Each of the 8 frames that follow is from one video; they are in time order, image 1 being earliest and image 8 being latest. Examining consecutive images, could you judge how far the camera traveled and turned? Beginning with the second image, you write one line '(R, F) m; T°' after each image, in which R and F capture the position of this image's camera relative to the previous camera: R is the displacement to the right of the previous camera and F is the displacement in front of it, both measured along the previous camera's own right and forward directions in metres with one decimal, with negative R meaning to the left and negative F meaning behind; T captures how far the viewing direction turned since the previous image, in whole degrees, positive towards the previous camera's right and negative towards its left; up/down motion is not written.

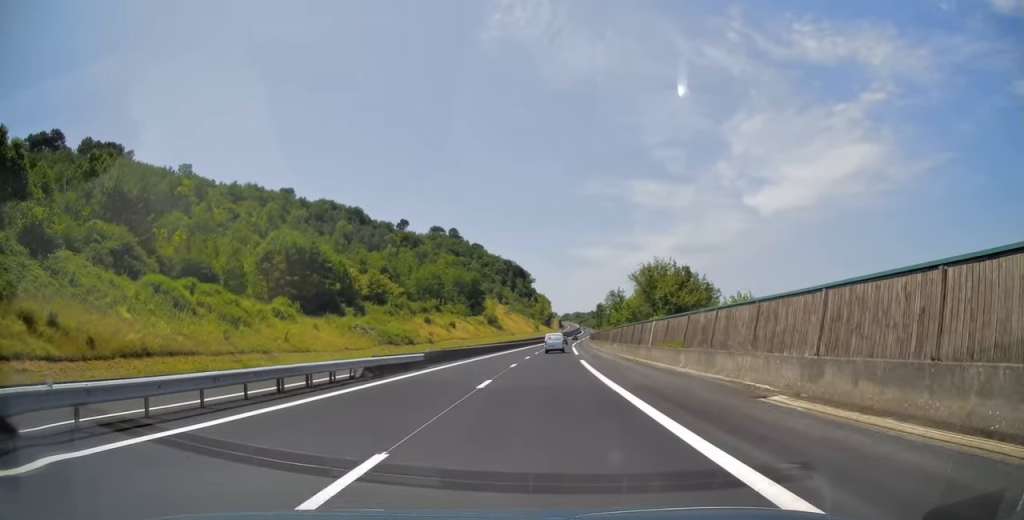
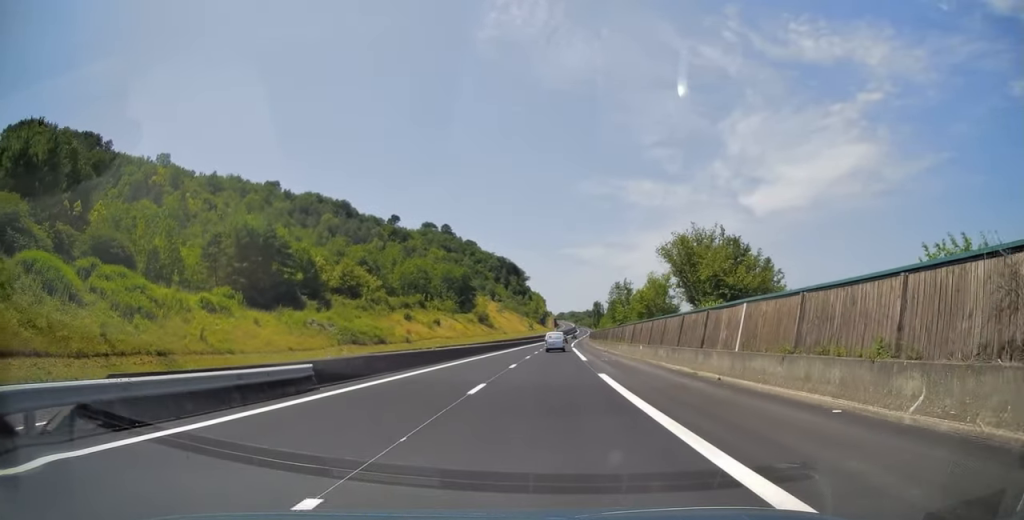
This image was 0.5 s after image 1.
(0.0, +15.1) m; 0°
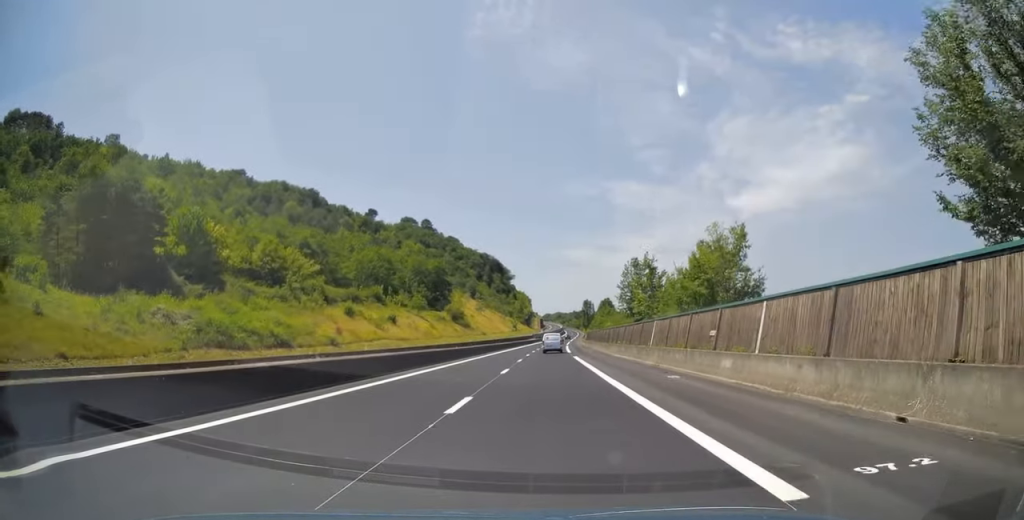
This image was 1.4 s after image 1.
(+0.3, +29.6) m; +1°
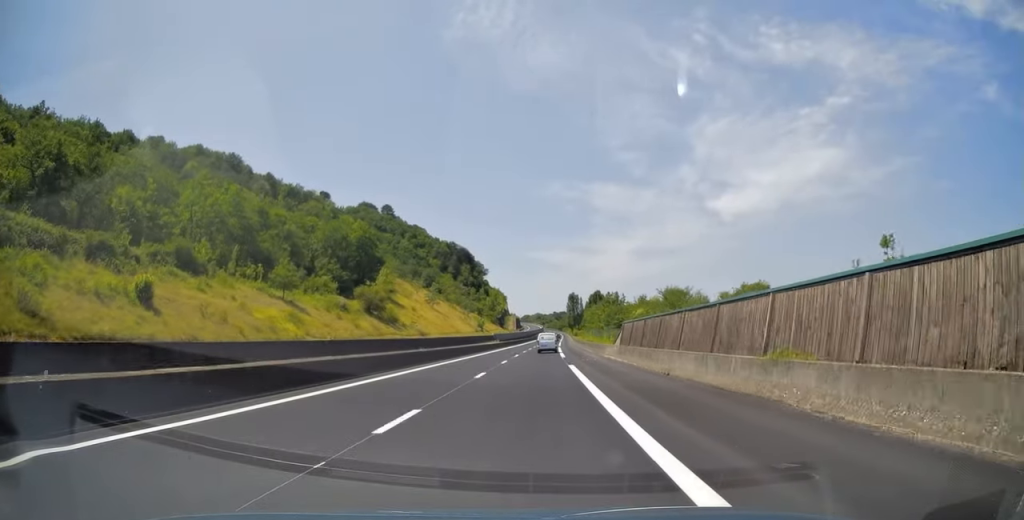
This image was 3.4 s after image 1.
(+1.2, +66.8) m; +2°
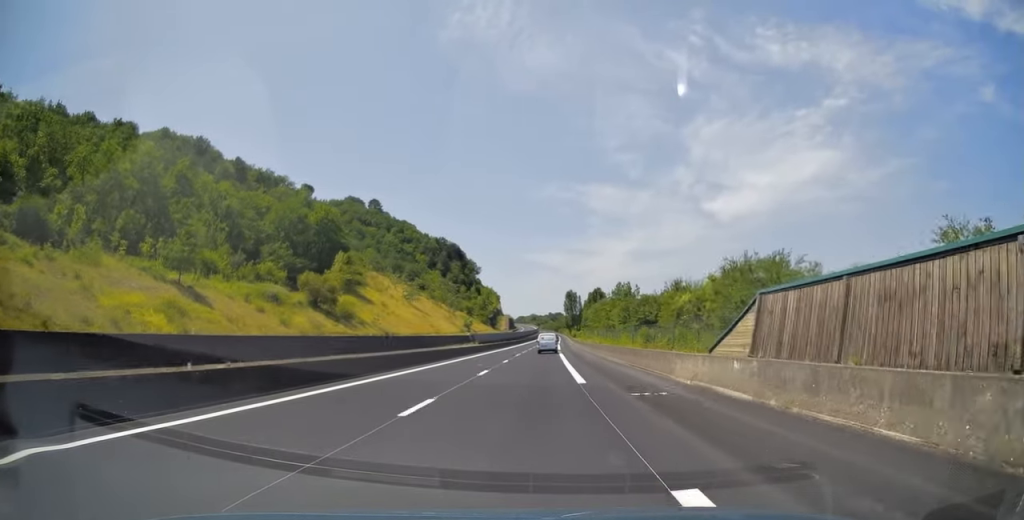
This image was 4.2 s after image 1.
(+0.3, +23.7) m; +1°
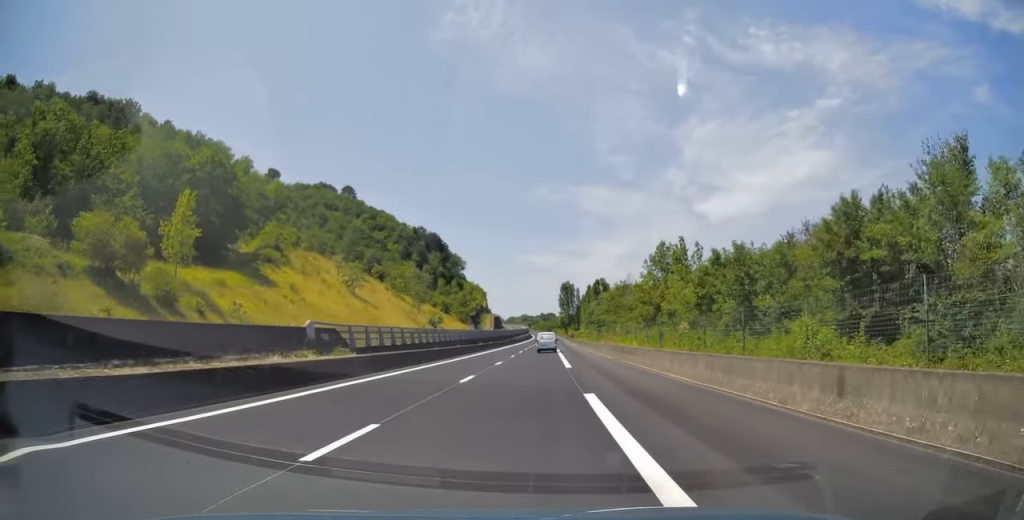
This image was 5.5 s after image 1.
(0.0, +43.0) m; +1°
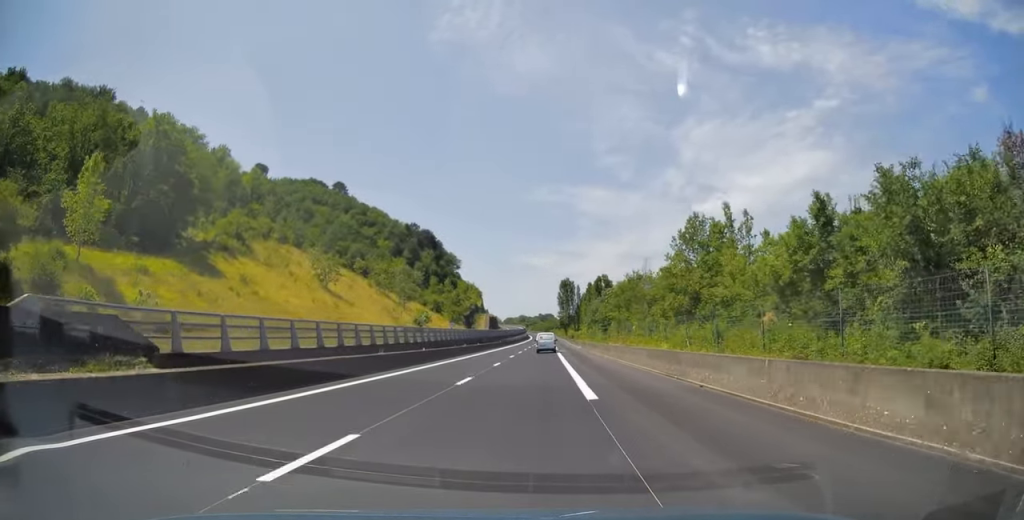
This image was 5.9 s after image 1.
(0.0, +13.9) m; 0°
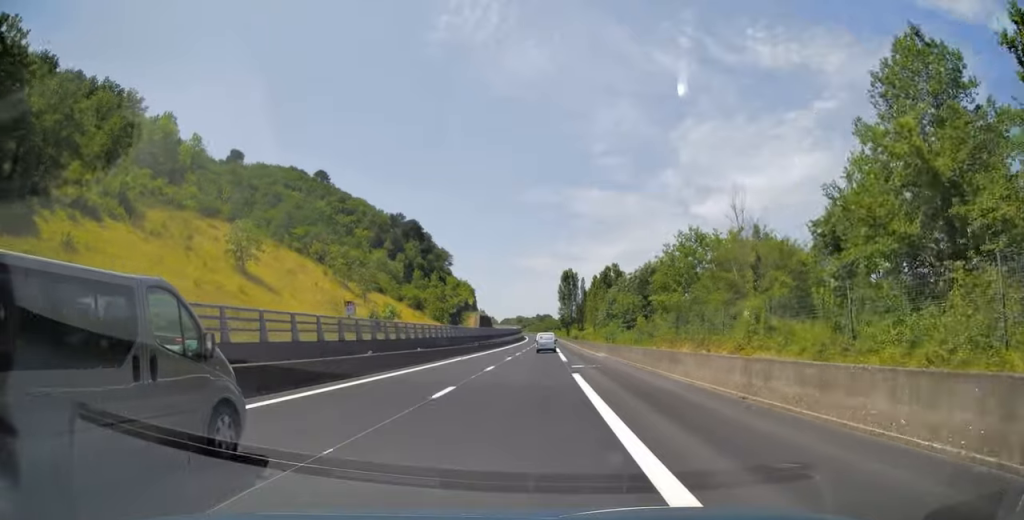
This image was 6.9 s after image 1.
(+0.6, +30.1) m; +1°
